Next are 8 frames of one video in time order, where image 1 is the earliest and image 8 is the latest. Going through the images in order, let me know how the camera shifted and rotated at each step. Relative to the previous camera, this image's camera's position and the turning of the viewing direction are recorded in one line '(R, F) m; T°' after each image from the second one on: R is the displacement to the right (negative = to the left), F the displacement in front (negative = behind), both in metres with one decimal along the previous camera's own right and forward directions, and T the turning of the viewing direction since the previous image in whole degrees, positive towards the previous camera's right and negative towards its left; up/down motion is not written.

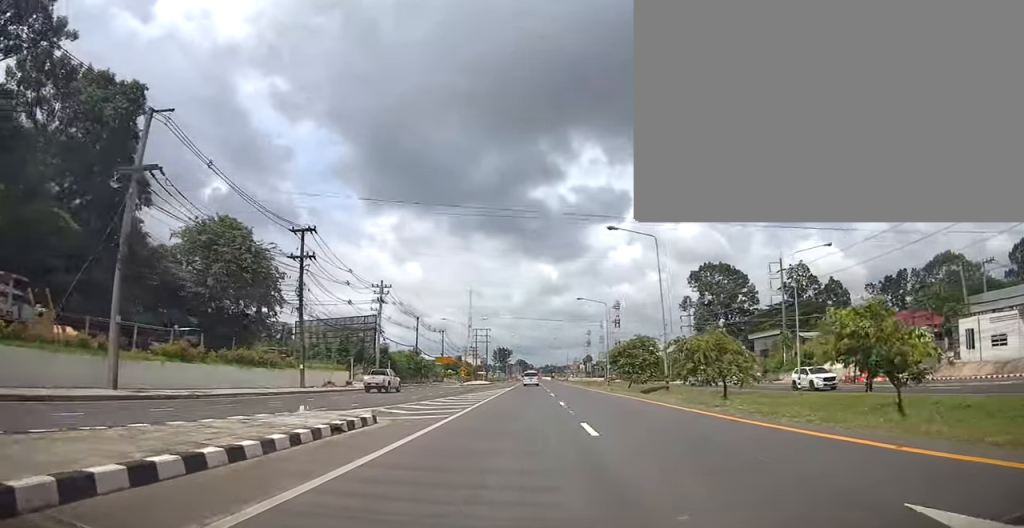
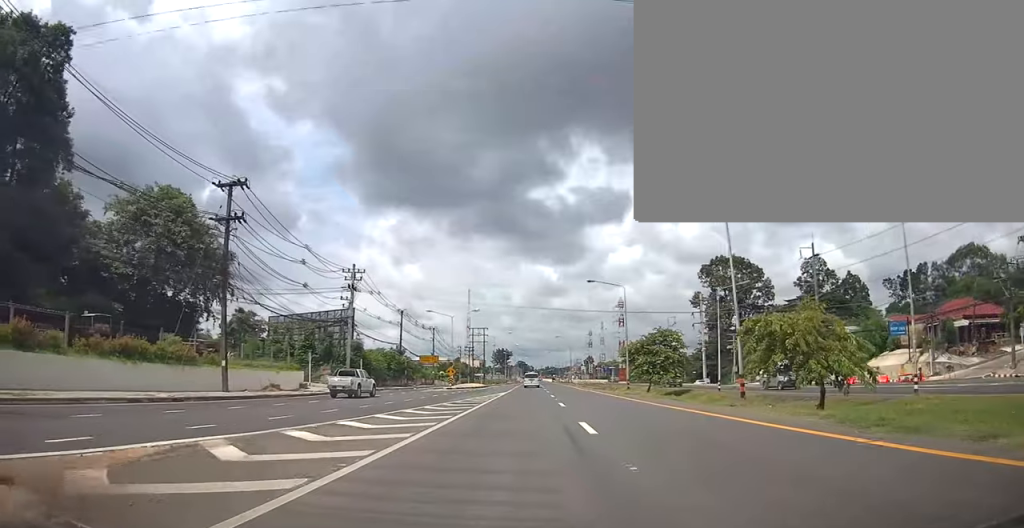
(+0.4, +11.2) m; 0°
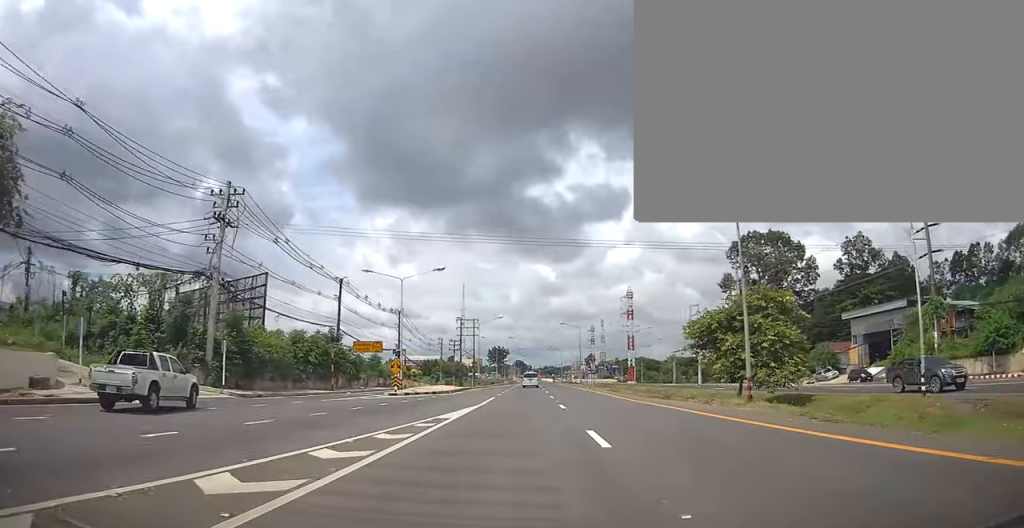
(-0.9, +26.1) m; -2°
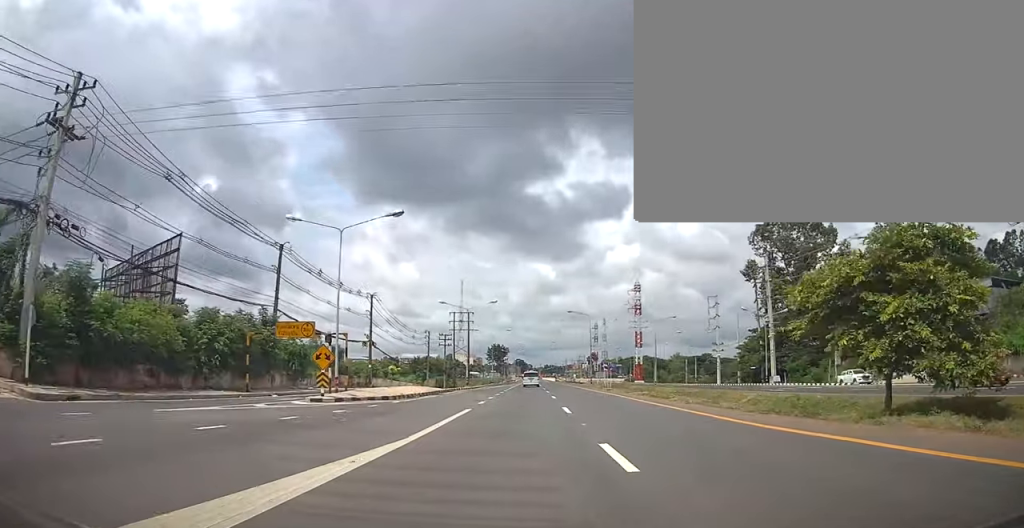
(0.0, +14.6) m; 0°
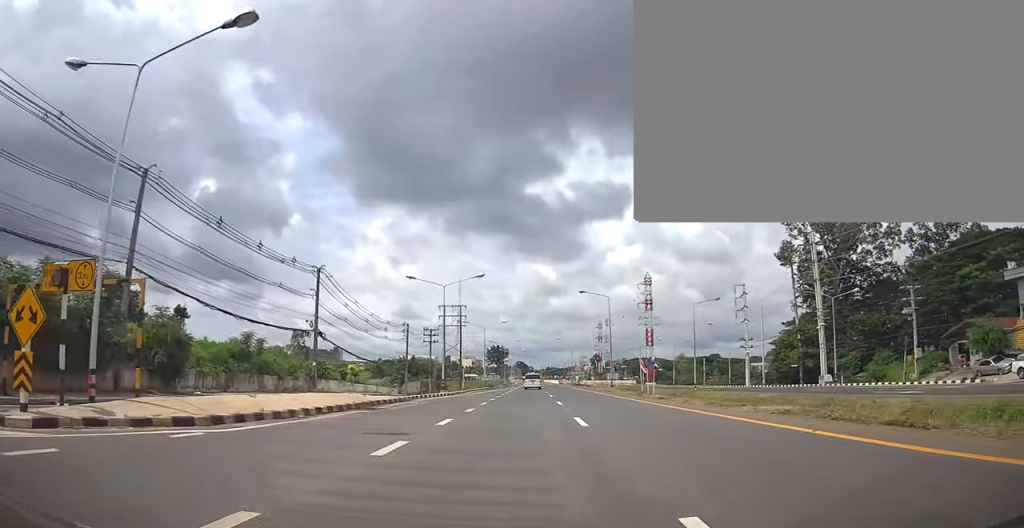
(+0.1, +17.4) m; +2°
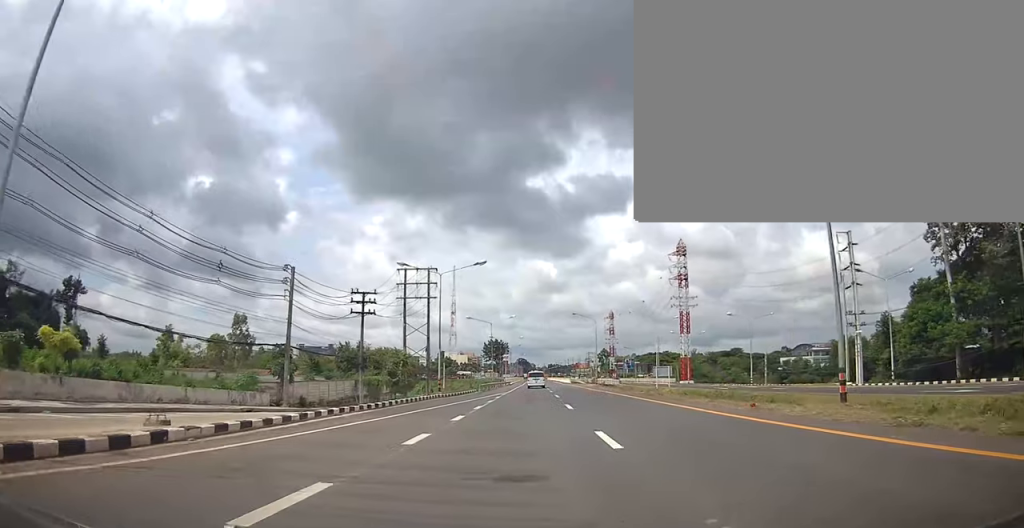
(+0.2, +41.6) m; 0°
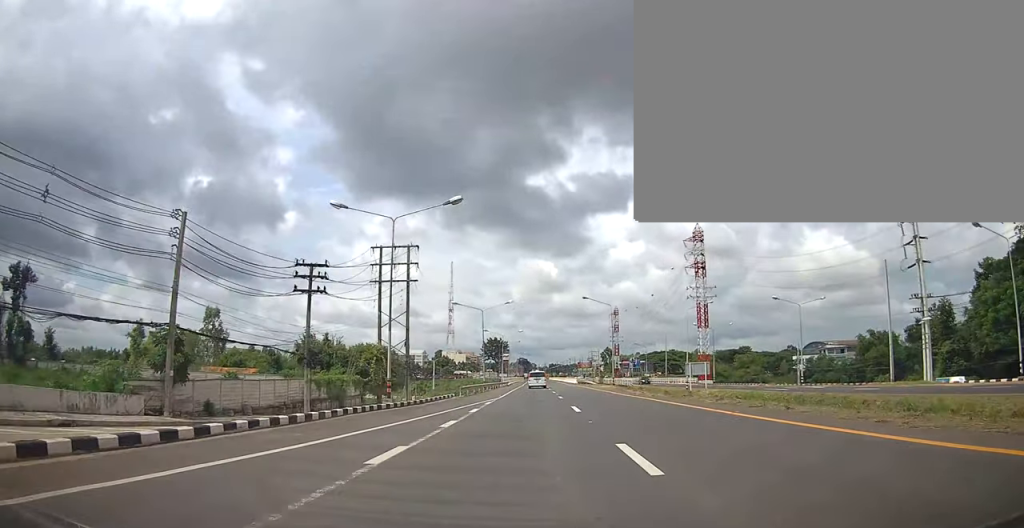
(+0.4, +15.2) m; +2°
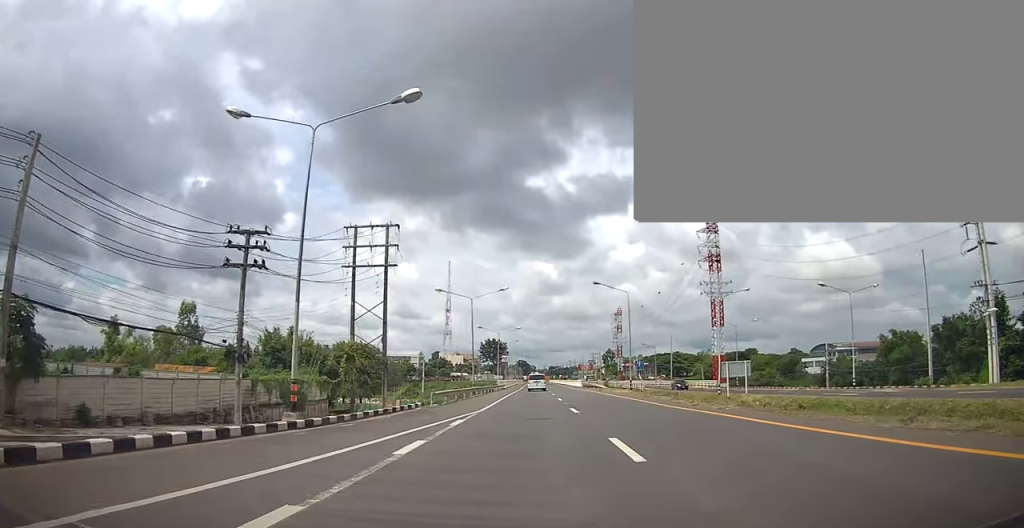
(+0.1, +11.2) m; +1°
